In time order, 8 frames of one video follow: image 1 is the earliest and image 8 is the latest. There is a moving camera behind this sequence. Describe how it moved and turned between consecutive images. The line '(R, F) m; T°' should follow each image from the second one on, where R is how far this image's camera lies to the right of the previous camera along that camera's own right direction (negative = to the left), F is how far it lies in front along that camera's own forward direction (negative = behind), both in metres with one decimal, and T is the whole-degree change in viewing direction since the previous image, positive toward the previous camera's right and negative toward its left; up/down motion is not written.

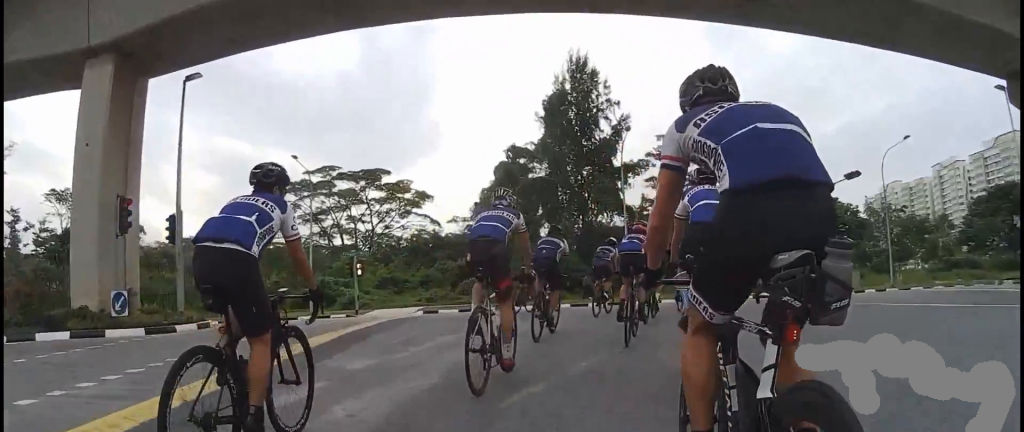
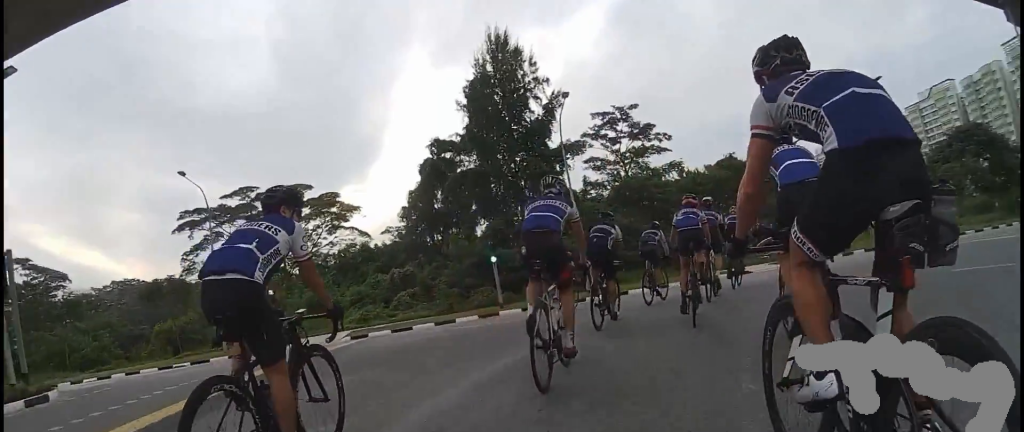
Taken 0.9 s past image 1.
(+0.6, +4.5) m; +21°
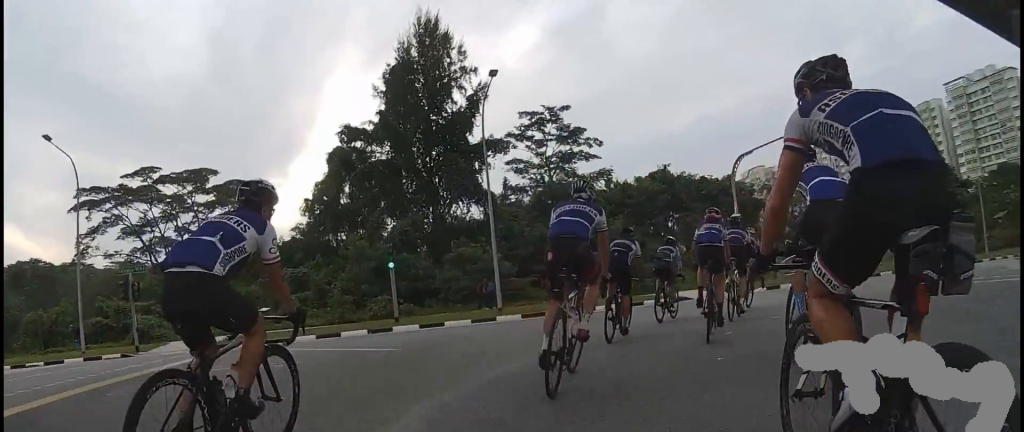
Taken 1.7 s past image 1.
(+1.0, +4.3) m; +13°
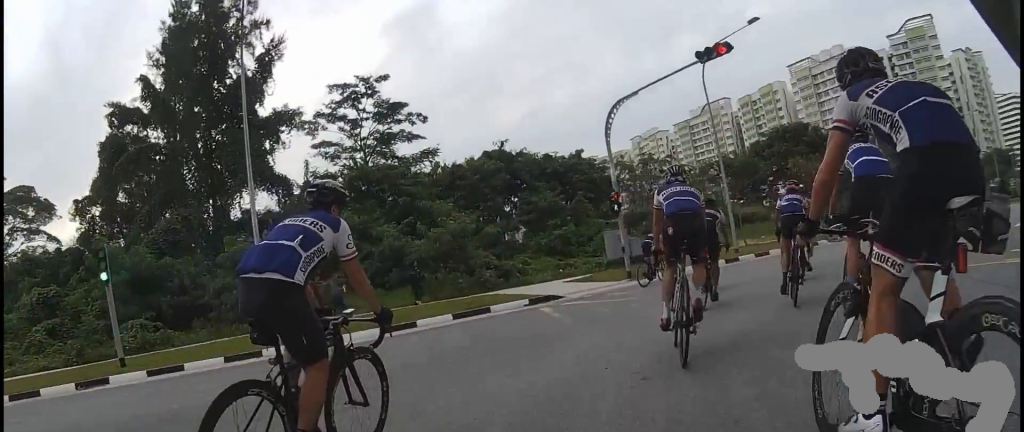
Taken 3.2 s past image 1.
(0.0, +9.5) m; +8°
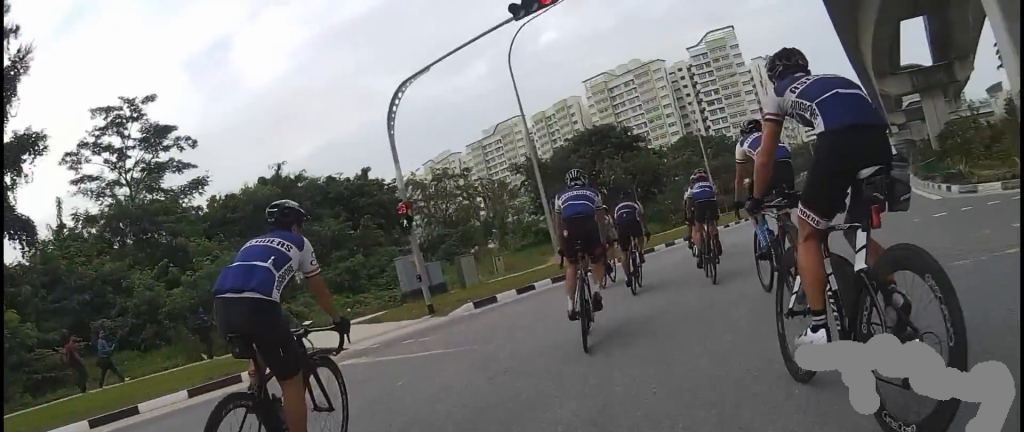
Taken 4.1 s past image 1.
(+0.6, +5.3) m; +11°
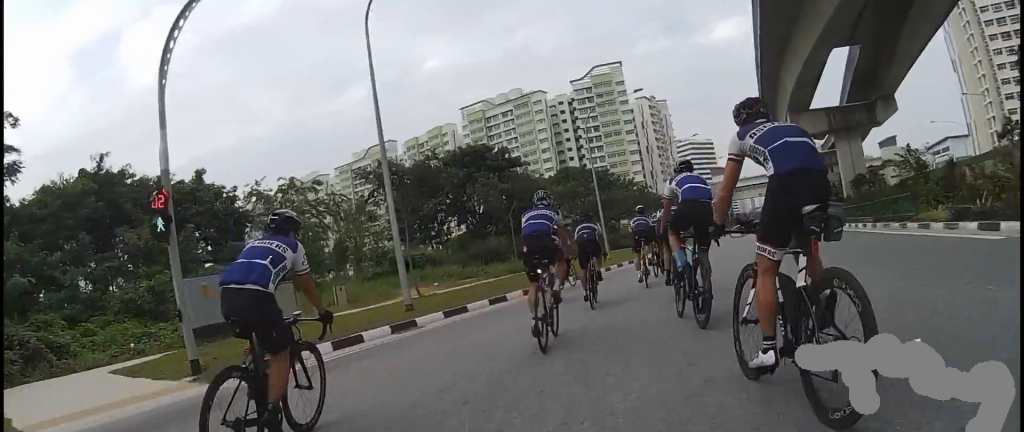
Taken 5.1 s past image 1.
(+0.8, +6.7) m; +7°
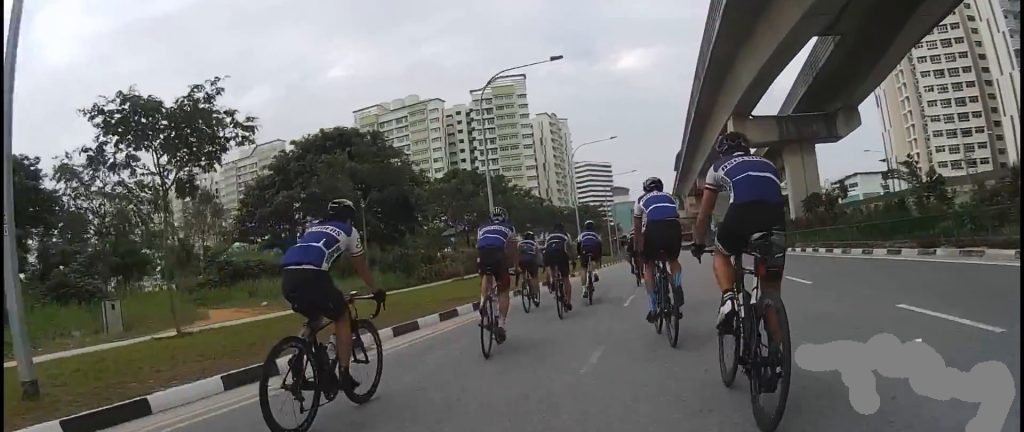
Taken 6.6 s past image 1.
(0.0, +9.4) m; +6°
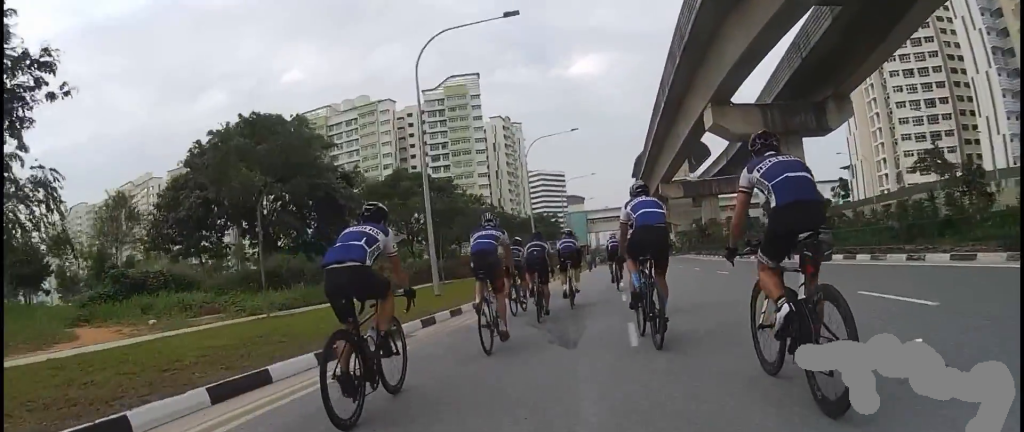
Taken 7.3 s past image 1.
(+0.5, +4.4) m; 0°
